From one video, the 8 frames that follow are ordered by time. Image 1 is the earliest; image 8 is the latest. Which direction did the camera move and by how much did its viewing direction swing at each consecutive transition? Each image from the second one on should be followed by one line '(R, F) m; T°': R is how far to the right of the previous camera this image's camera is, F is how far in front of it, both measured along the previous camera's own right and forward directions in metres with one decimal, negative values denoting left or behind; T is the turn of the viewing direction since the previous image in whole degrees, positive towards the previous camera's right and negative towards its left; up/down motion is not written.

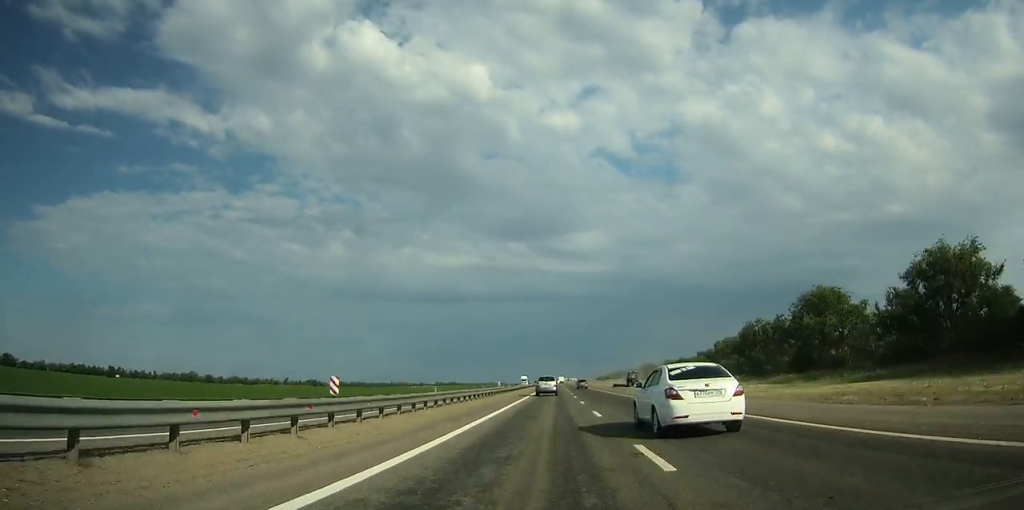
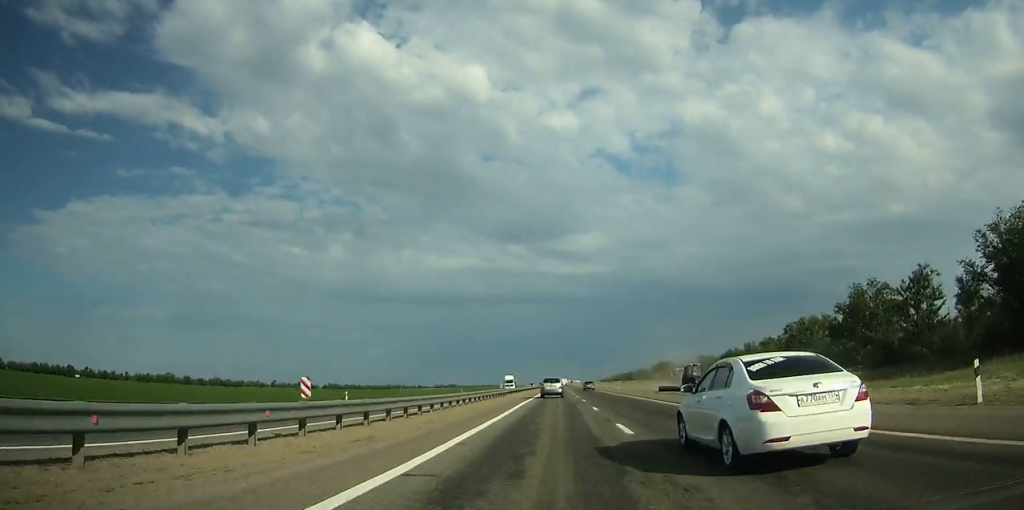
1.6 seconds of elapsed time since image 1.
(-0.1, +40.9) m; 0°
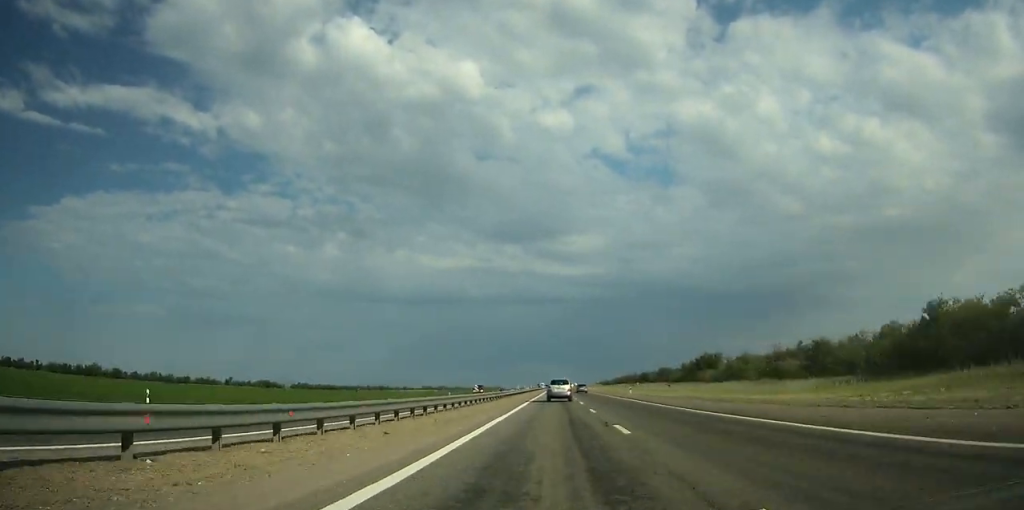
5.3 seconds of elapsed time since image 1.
(+0.1, +98.2) m; 0°
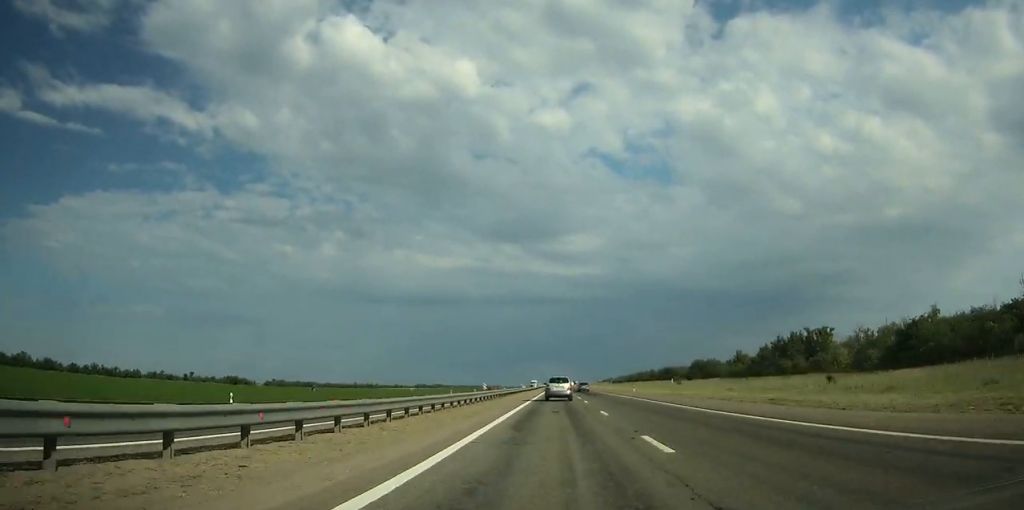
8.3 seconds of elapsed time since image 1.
(0.0, +78.6) m; 0°
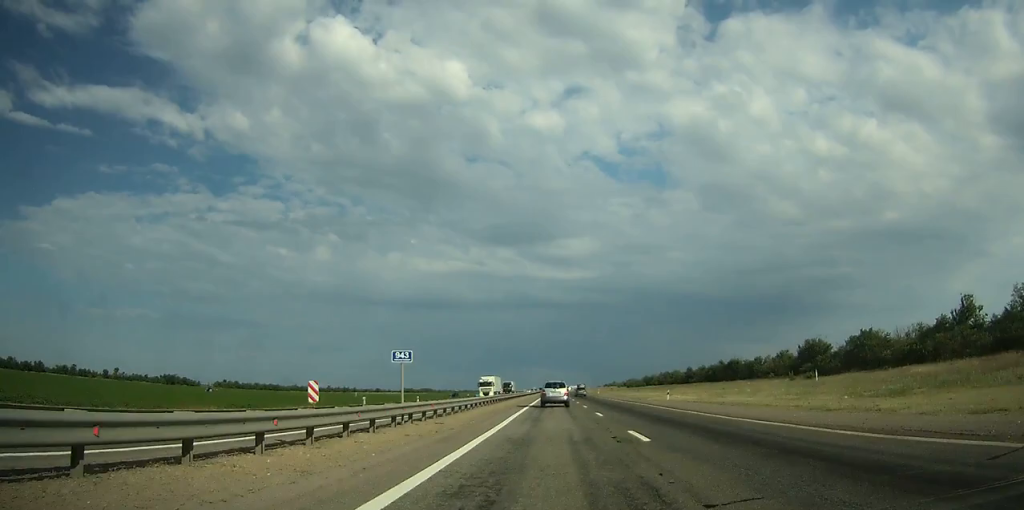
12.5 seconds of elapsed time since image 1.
(+0.2, +106.3) m; 0°
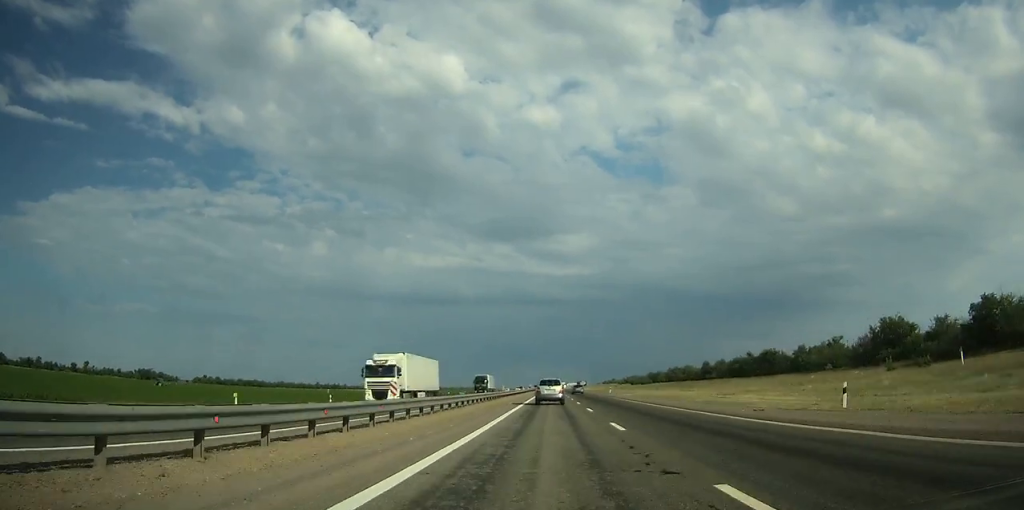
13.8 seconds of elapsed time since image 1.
(+0.1, +32.4) m; 0°
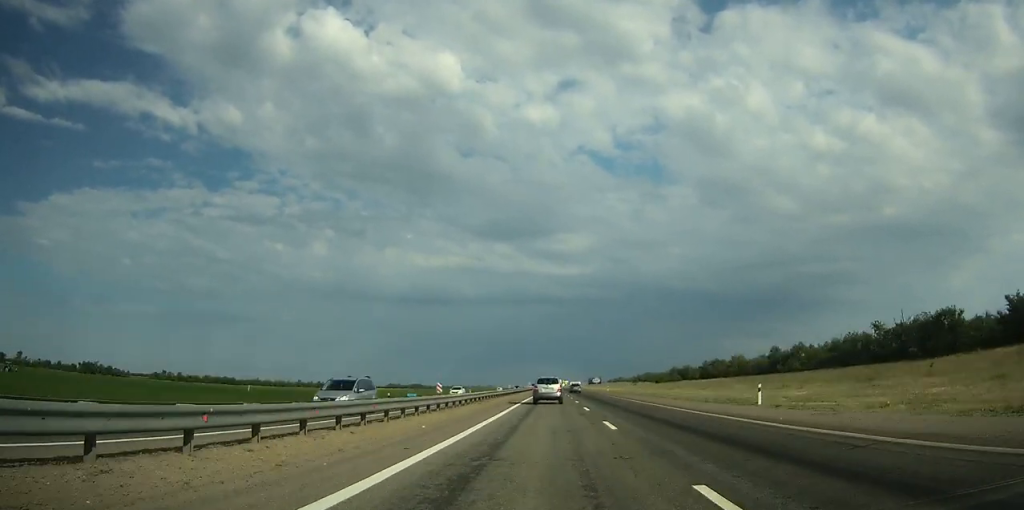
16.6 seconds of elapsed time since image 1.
(-0.1, +69.0) m; 0°
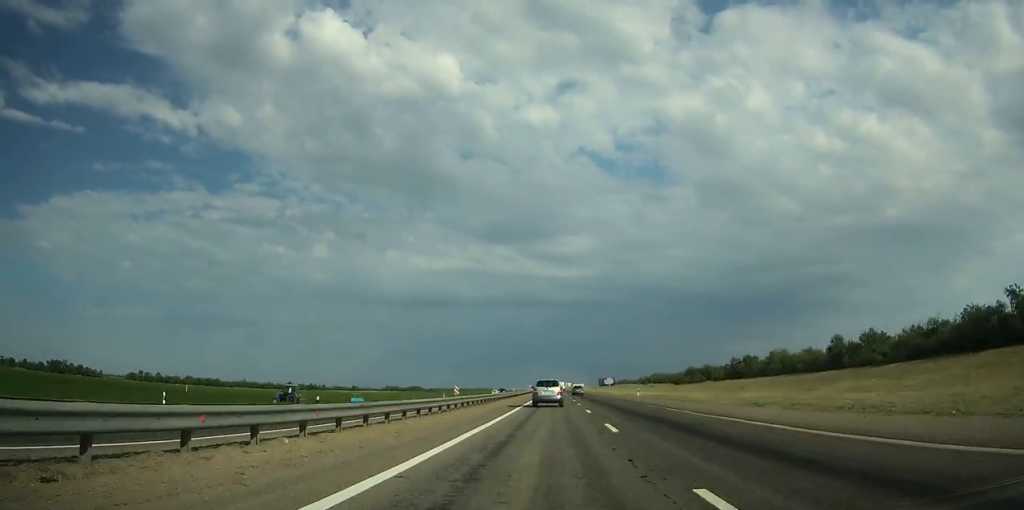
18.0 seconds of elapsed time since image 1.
(0.0, +35.8) m; 0°
